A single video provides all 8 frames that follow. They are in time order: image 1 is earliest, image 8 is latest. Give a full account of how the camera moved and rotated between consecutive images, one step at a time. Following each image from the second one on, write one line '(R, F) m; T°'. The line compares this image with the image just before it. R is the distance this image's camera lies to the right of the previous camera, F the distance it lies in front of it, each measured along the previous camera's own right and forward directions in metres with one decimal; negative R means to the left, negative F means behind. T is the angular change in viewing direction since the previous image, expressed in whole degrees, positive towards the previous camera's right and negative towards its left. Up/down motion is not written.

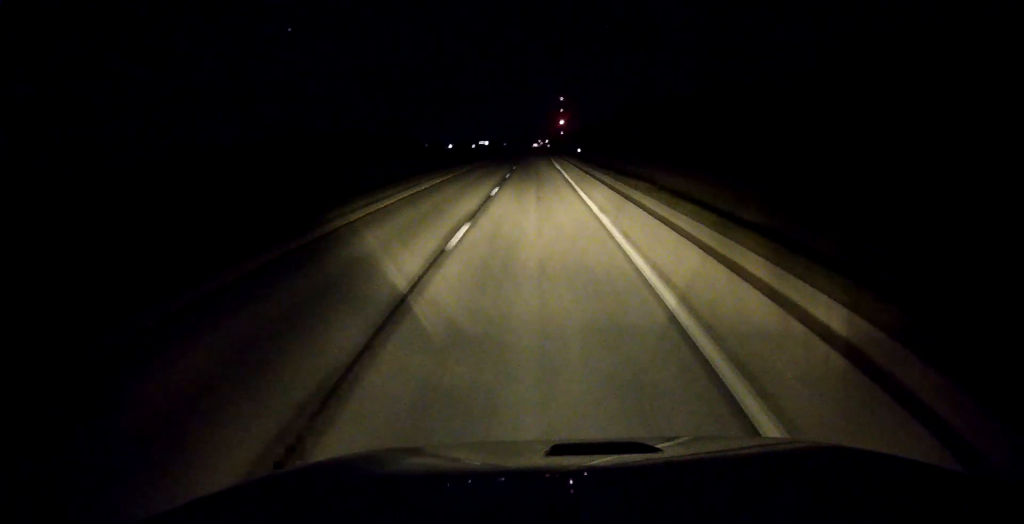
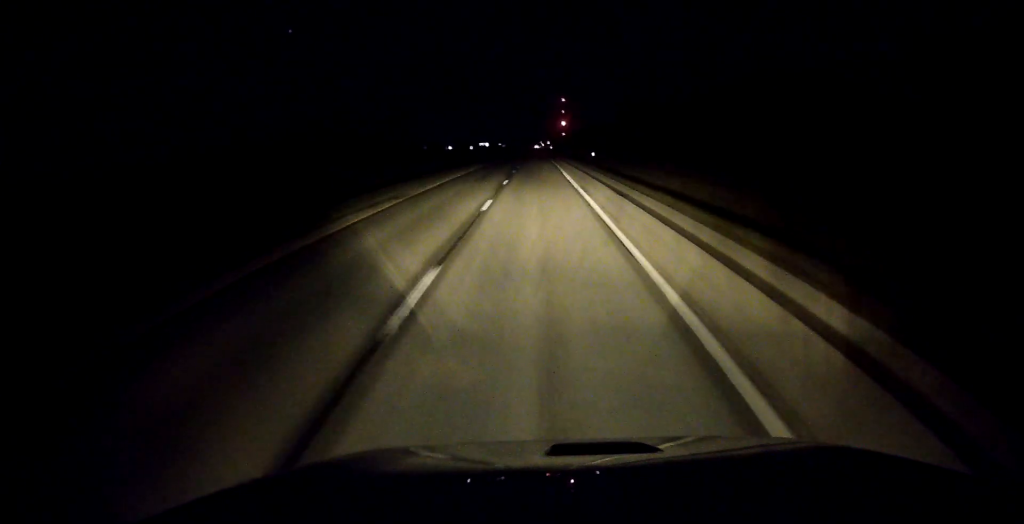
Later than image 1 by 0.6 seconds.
(0.0, +17.3) m; 0°
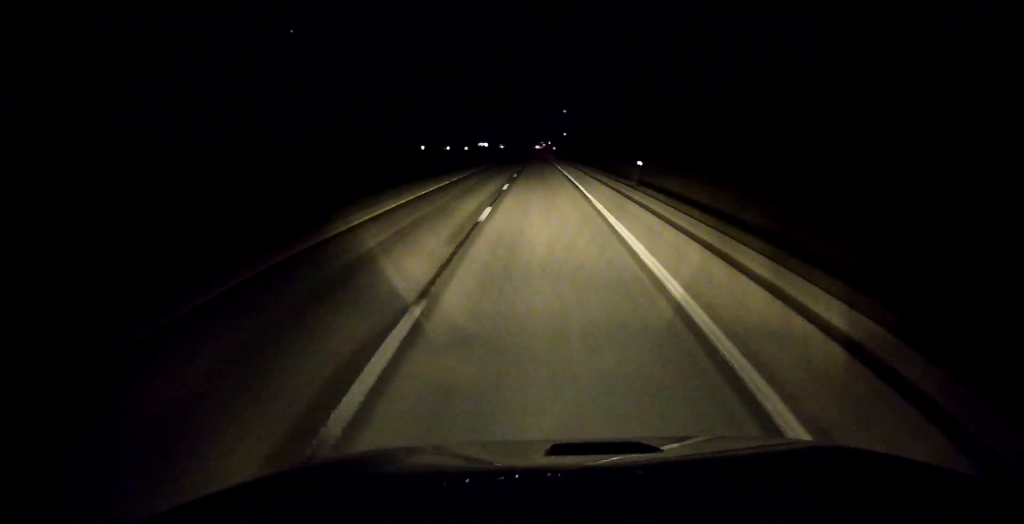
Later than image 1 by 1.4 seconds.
(0.0, +26.4) m; 0°
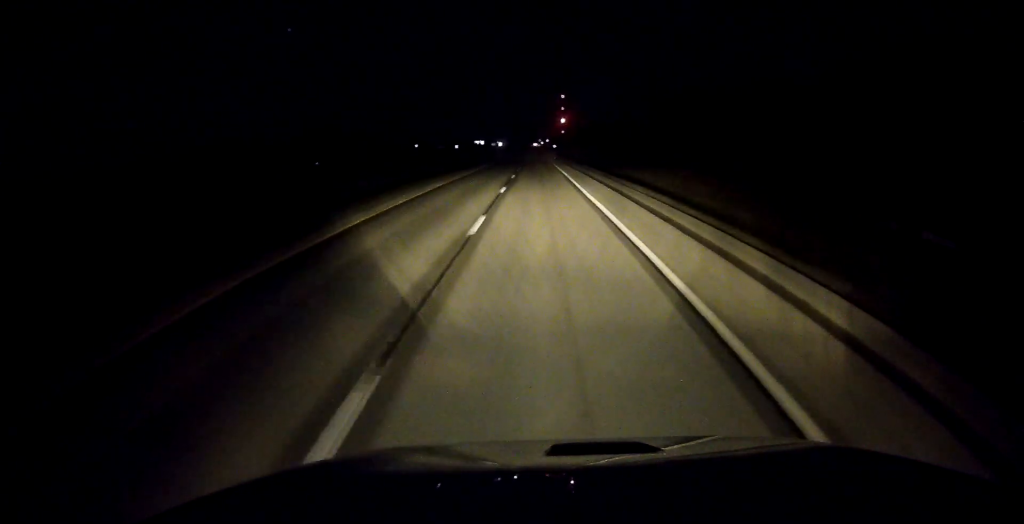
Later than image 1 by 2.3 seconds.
(0.0, +26.4) m; 0°
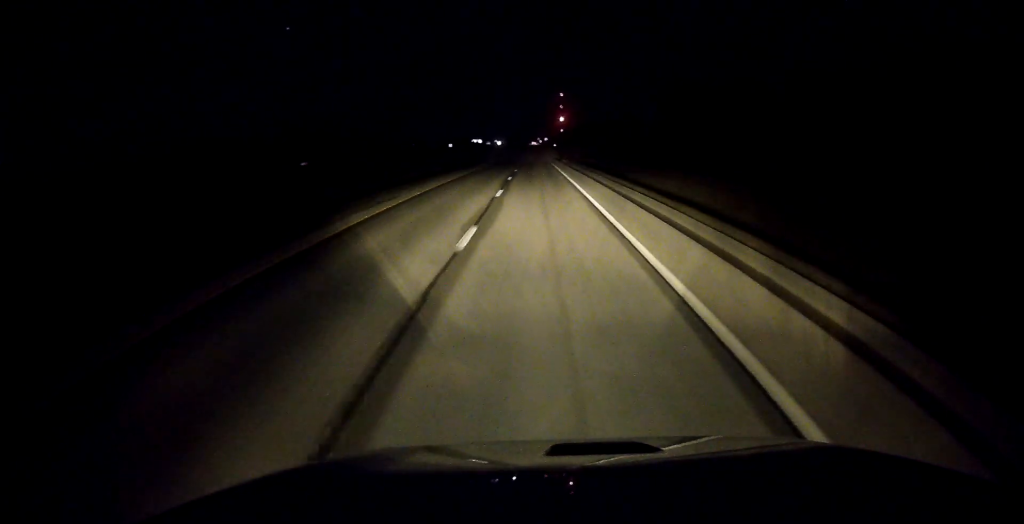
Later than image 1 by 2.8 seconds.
(+0.1, +14.2) m; 0°
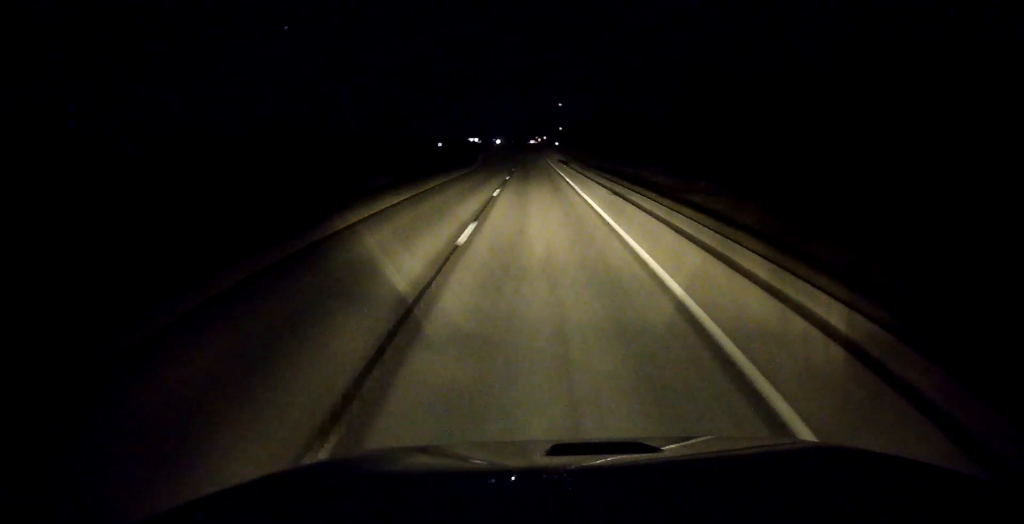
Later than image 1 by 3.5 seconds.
(0.0, +23.3) m; 0°
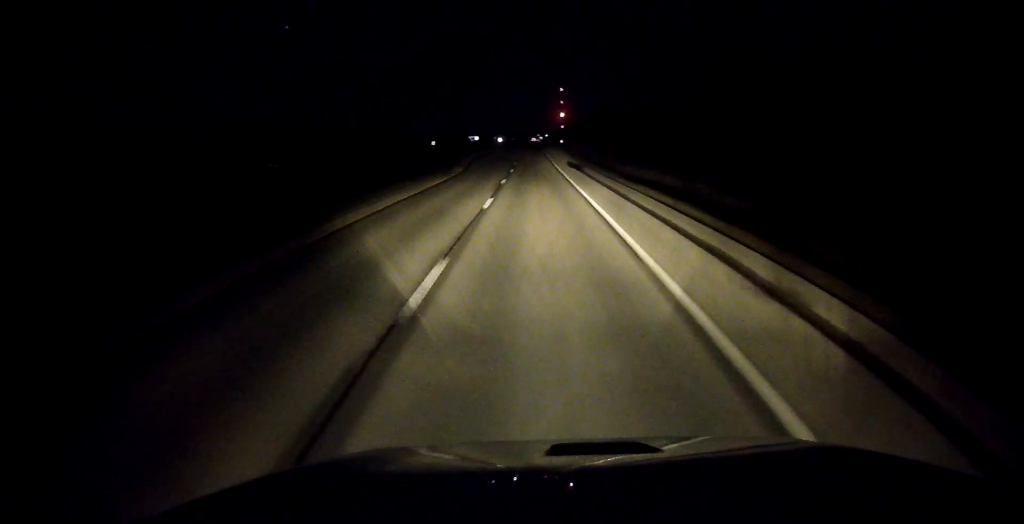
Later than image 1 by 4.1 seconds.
(-0.2, +17.3) m; 0°
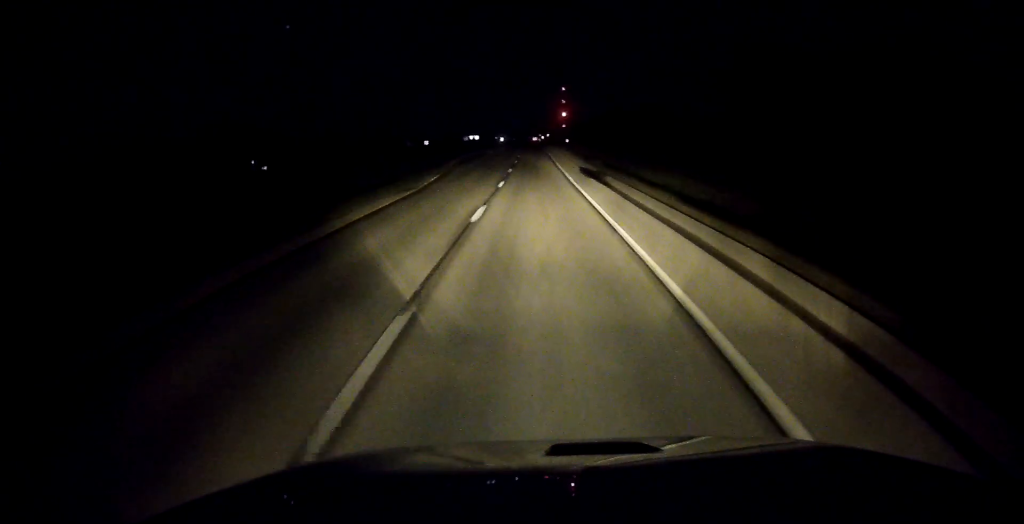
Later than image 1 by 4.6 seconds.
(+0.1, +15.2) m; 0°
